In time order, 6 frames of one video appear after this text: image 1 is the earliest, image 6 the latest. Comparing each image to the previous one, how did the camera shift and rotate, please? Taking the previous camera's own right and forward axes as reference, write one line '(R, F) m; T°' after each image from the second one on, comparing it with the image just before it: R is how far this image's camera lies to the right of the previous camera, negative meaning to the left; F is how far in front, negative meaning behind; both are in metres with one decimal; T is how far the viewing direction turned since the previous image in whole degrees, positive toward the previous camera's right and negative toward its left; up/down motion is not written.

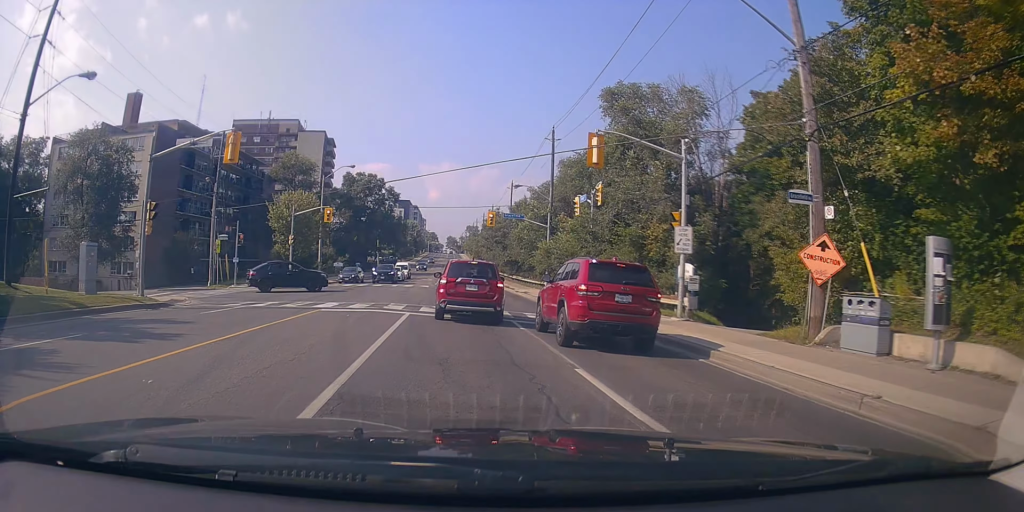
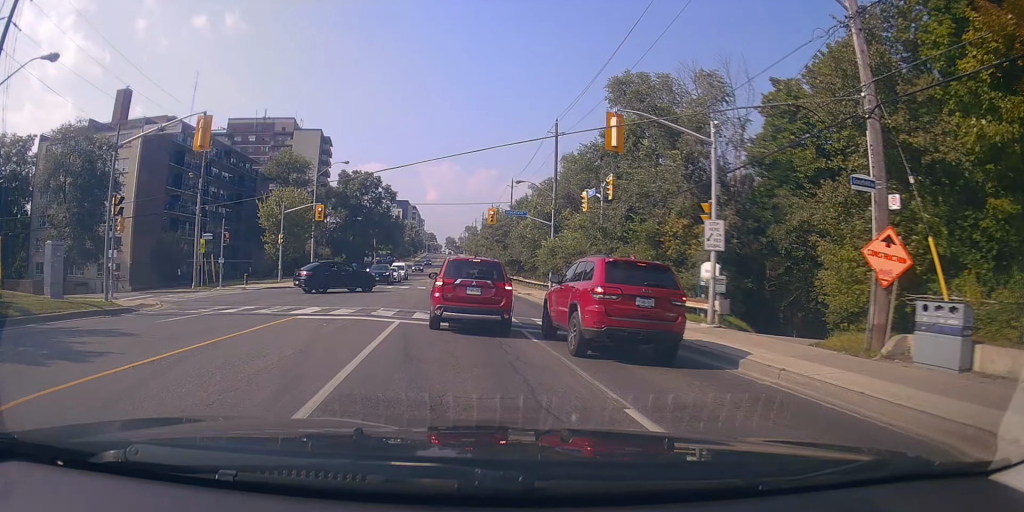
(+0.1, +2.4) m; 0°
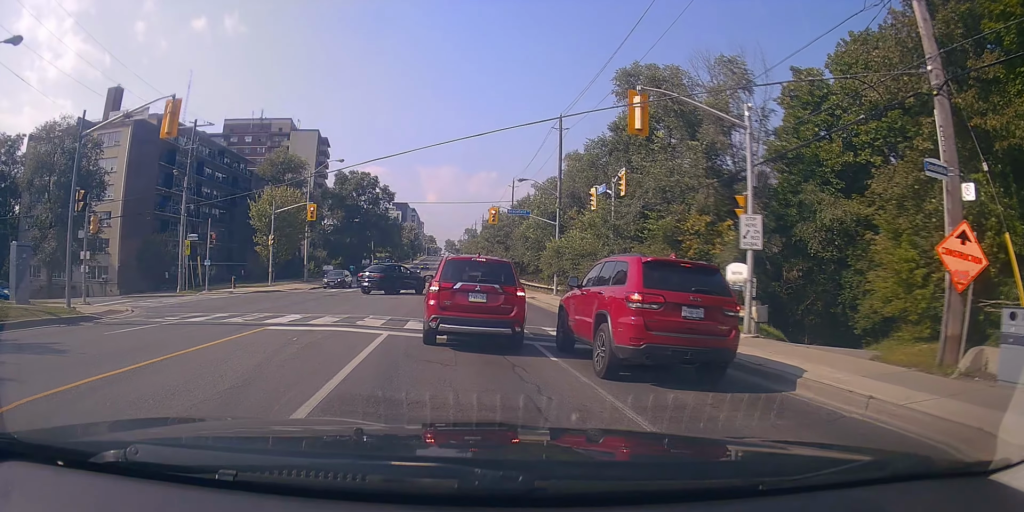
(-0.1, +2.3) m; 0°
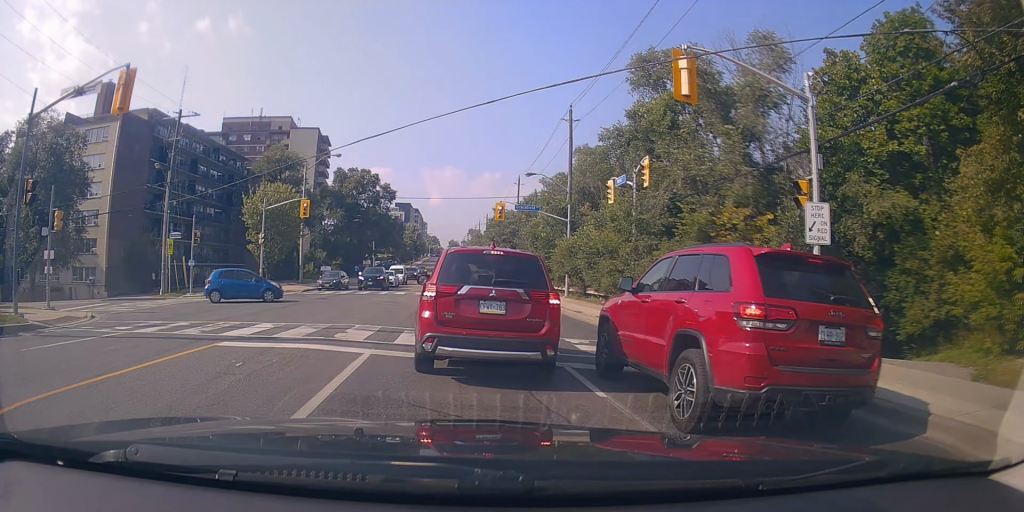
(+0.7, +2.5) m; 0°
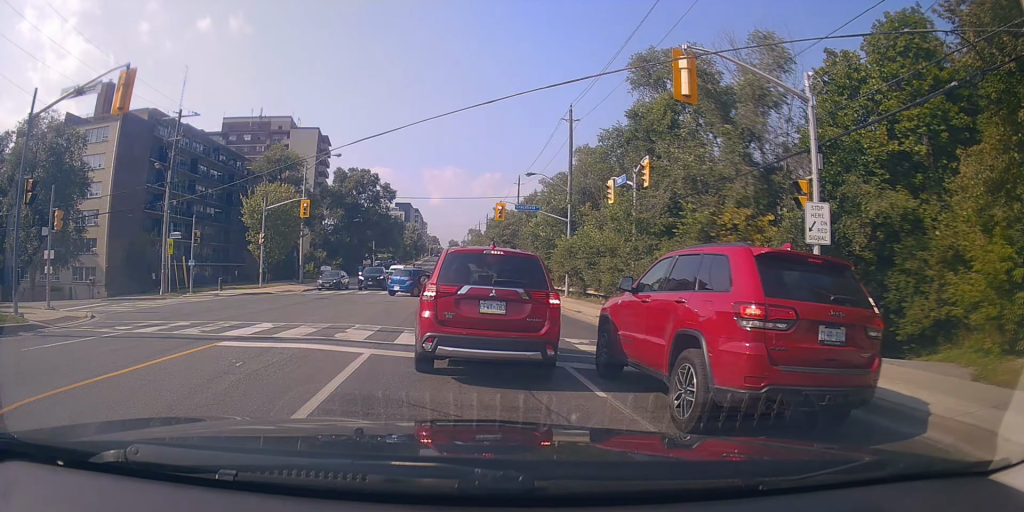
(+0.1, 0.0) m; 0°
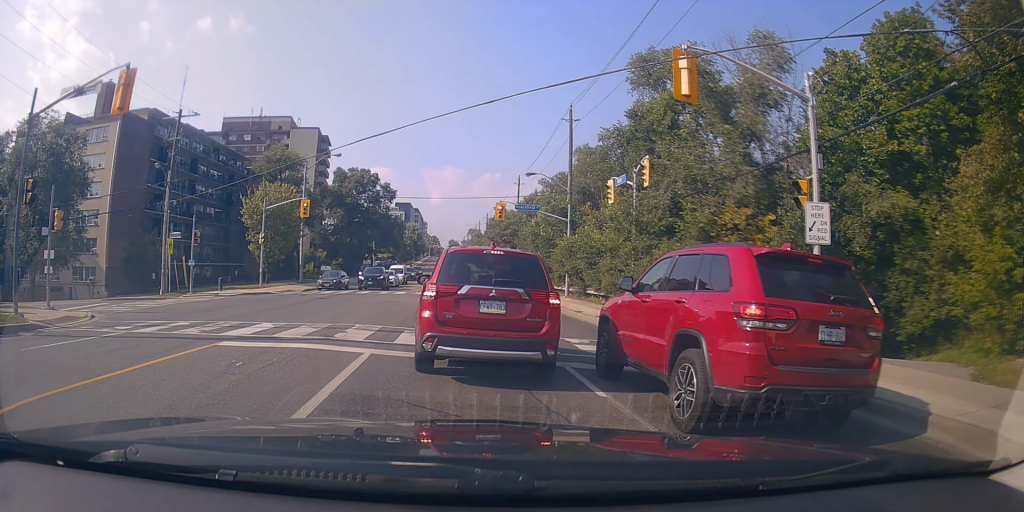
(0.0, 0.0) m; 0°
